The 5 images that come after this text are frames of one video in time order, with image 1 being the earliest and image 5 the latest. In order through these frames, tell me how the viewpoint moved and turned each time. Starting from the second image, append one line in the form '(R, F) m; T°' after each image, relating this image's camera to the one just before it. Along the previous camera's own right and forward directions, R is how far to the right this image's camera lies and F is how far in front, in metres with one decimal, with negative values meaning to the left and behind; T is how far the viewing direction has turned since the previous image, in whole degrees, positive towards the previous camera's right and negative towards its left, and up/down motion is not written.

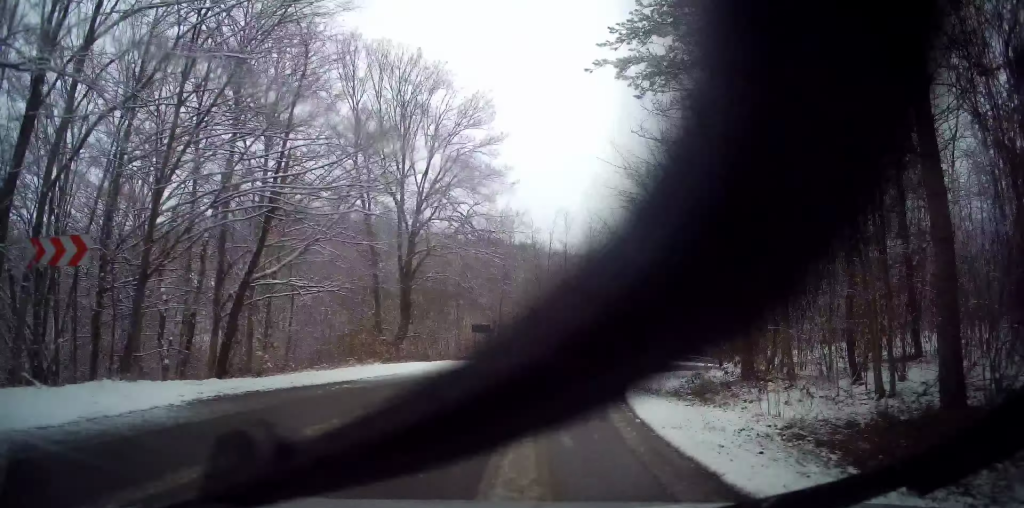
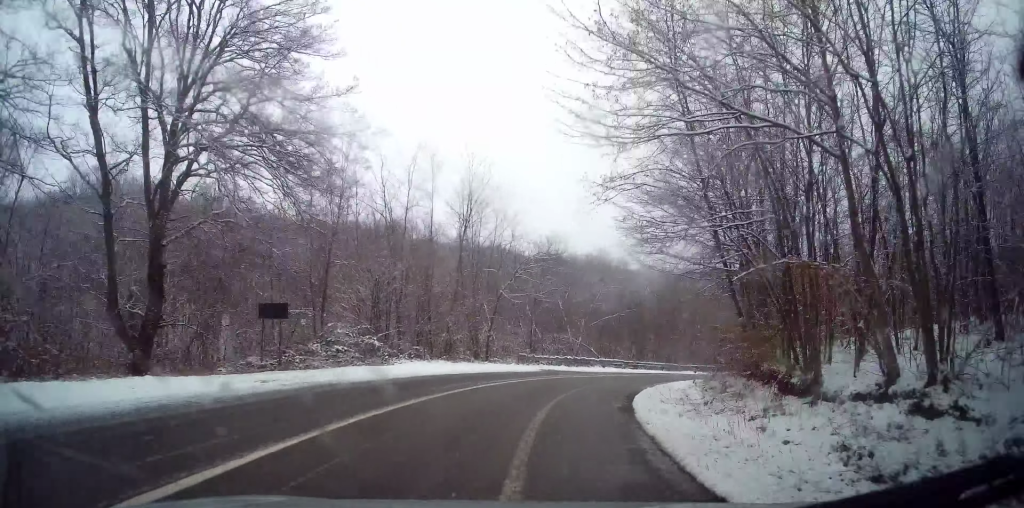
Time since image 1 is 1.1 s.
(+1.5, +16.3) m; +12°
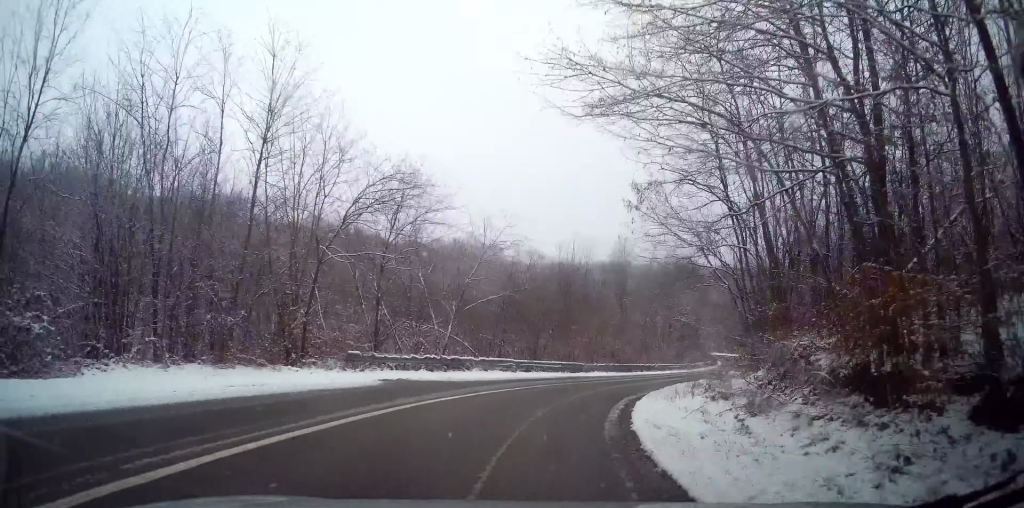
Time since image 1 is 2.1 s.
(+1.3, +12.9) m; +13°
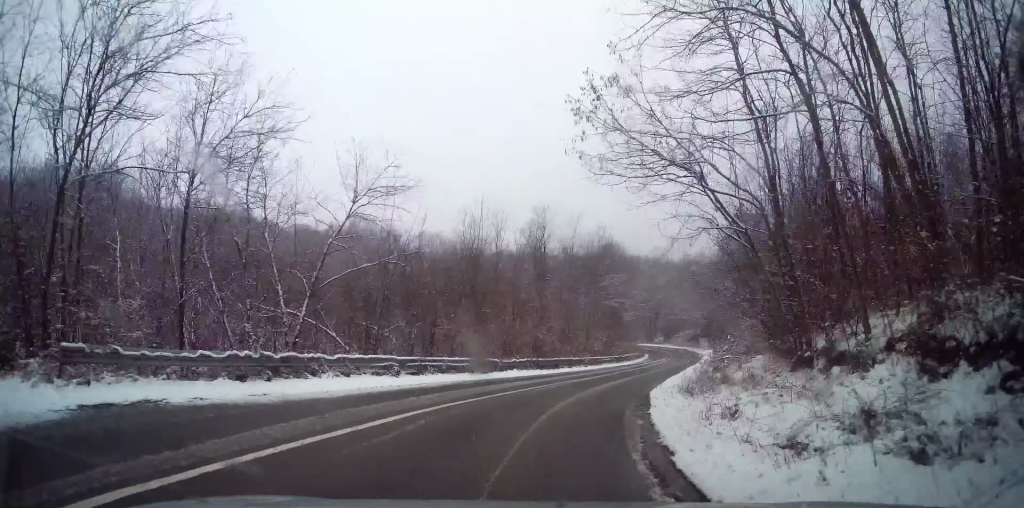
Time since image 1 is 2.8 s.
(+0.6, +9.5) m; +11°
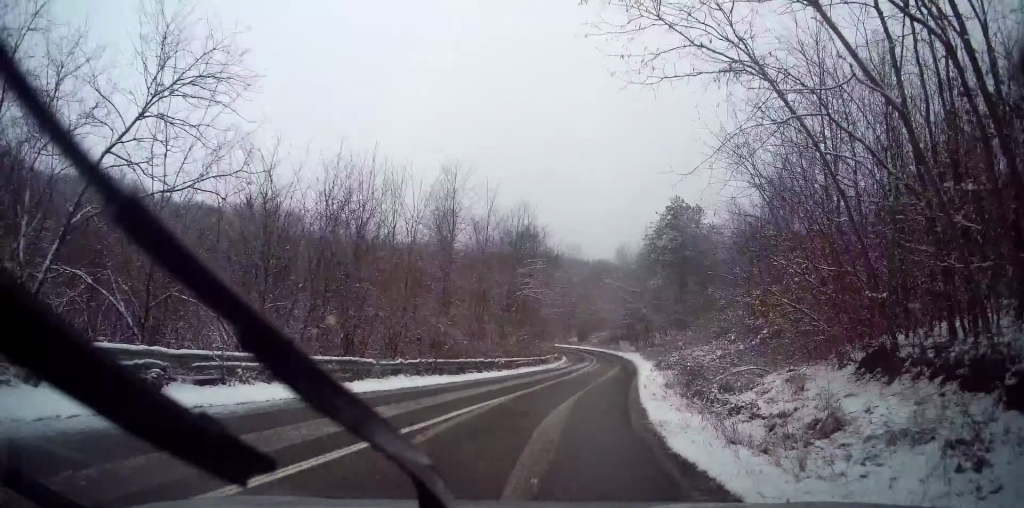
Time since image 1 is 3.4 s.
(+1.0, +8.8) m; +10°
